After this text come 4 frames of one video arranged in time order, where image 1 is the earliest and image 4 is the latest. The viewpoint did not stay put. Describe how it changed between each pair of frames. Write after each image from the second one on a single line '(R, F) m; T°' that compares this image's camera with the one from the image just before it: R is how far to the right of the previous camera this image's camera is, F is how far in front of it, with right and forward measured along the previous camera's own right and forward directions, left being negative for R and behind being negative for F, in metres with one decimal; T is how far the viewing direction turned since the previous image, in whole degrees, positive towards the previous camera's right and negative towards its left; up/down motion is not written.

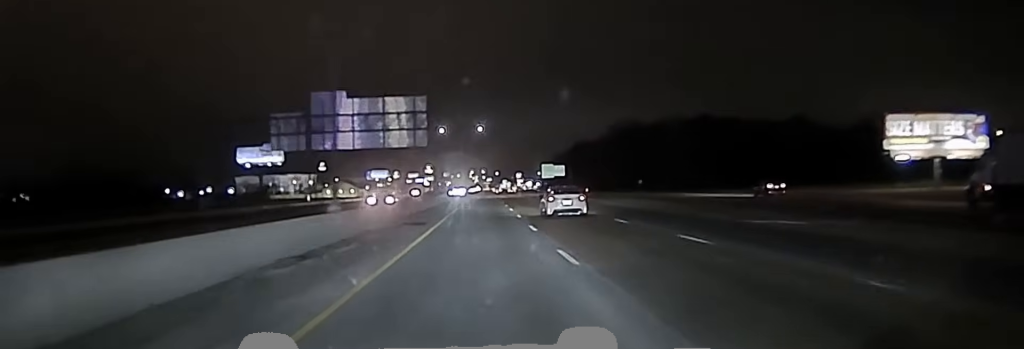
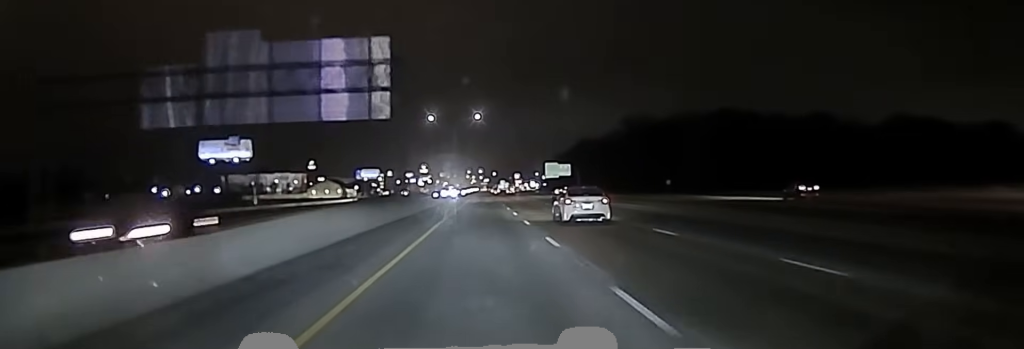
(+0.3, +31.9) m; 0°
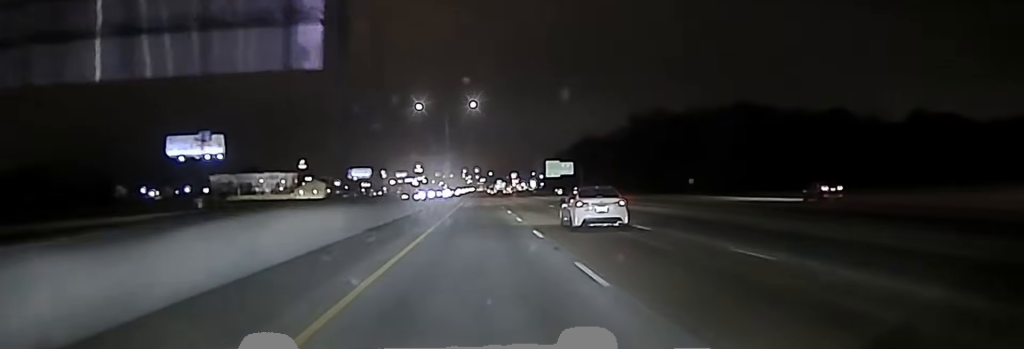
(0.0, +21.0) m; 0°
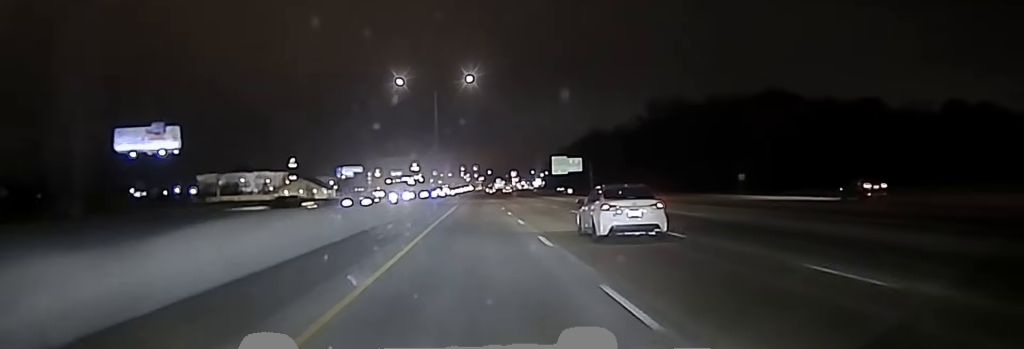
(0.0, +26.7) m; 0°
